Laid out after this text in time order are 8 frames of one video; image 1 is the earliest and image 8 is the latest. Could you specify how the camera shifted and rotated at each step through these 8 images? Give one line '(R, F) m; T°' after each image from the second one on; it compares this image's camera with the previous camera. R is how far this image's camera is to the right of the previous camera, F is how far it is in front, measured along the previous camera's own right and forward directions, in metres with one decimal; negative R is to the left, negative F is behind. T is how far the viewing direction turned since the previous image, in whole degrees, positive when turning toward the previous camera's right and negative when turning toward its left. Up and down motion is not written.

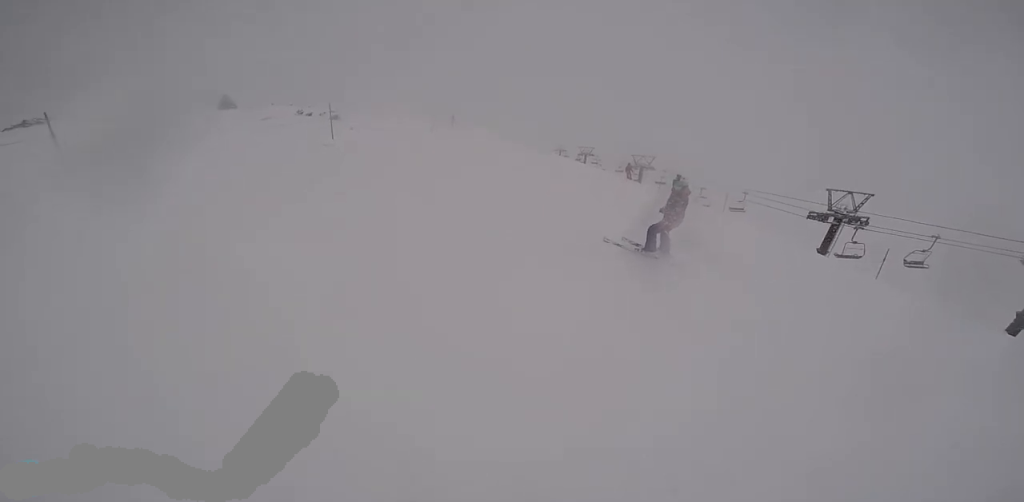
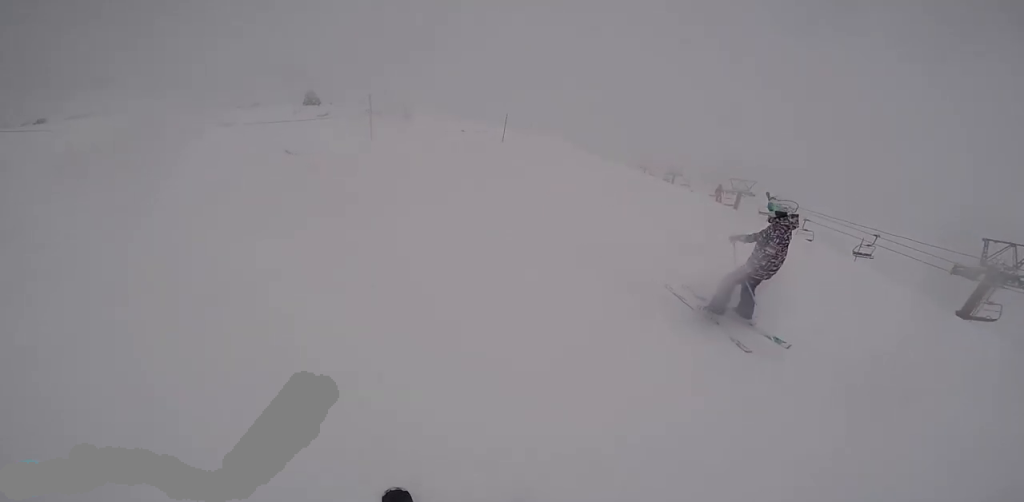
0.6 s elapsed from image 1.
(0.0, +2.7) m; 0°
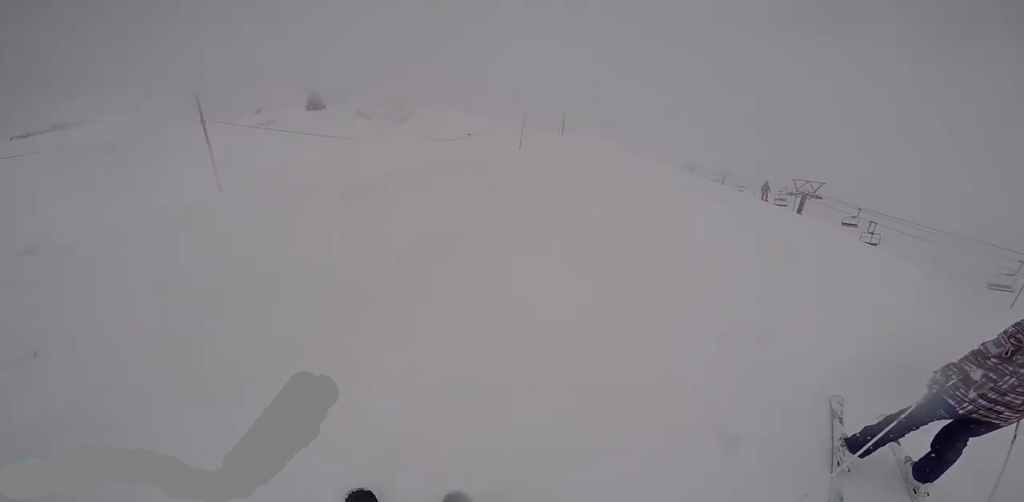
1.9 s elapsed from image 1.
(-0.1, +5.3) m; 0°
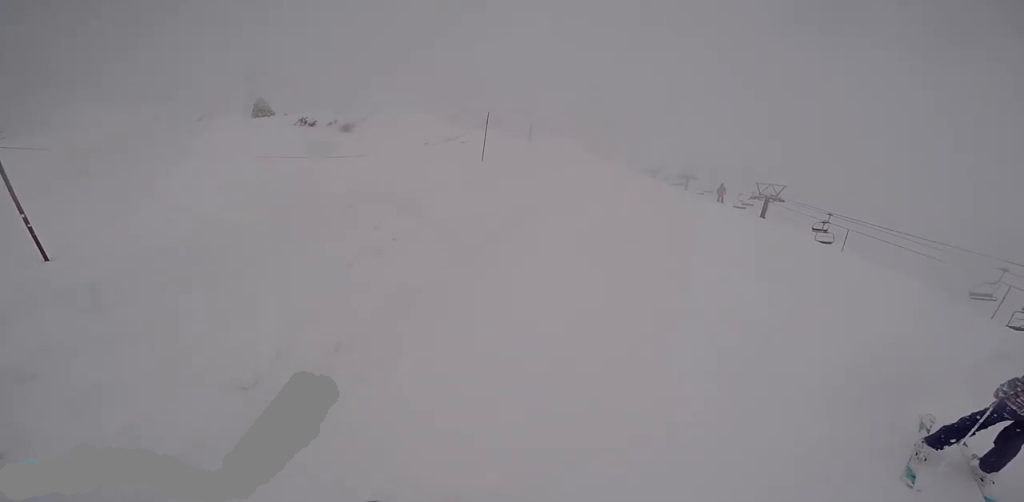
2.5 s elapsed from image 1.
(-0.1, +2.4) m; +2°
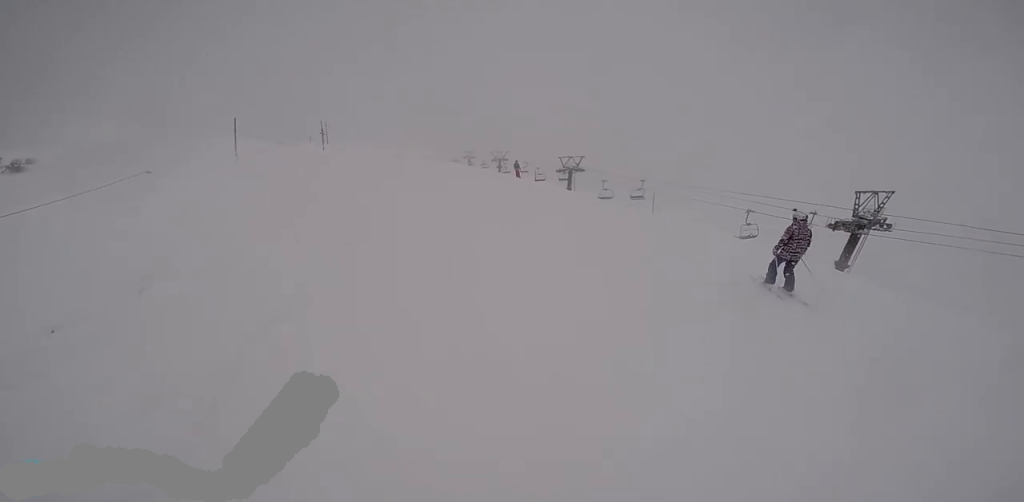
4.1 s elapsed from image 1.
(+0.4, +4.6) m; +10°
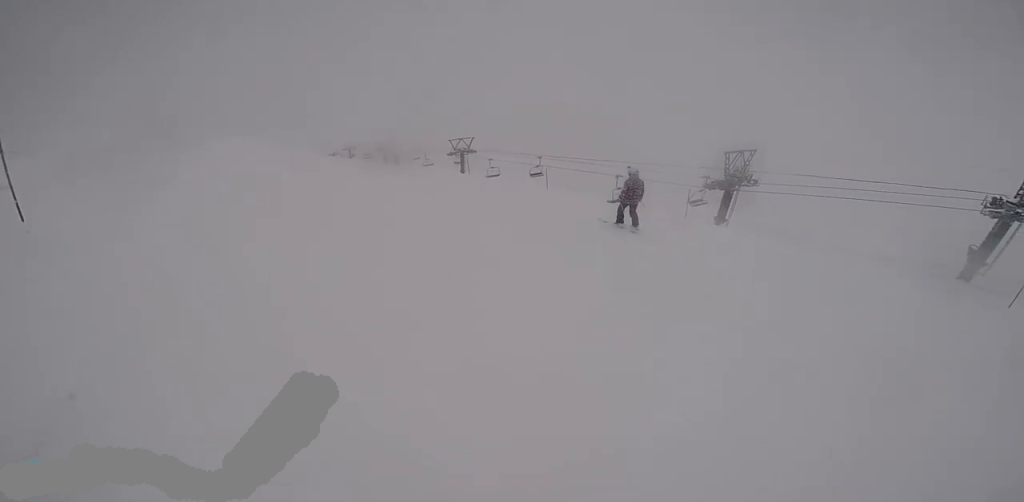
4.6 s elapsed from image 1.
(0.0, +1.6) m; +4°
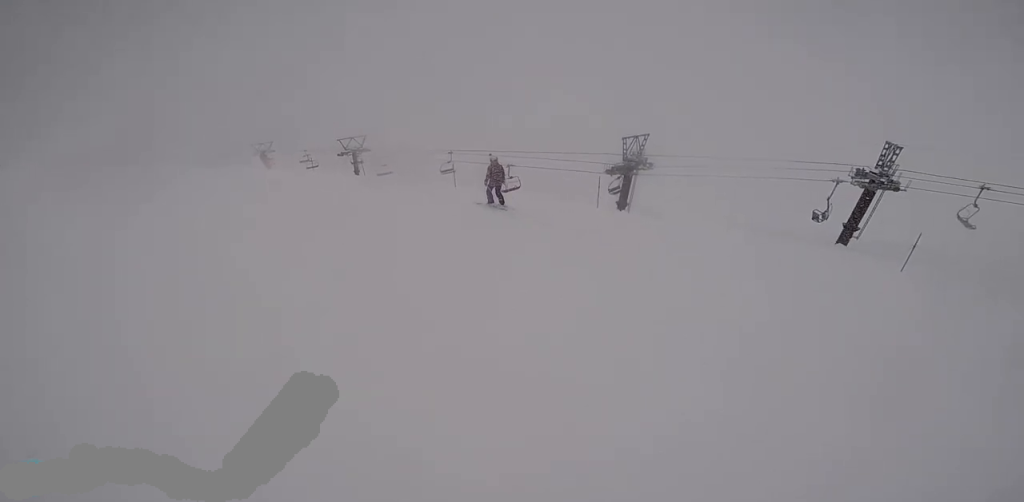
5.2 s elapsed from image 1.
(+0.1, +1.6) m; +6°
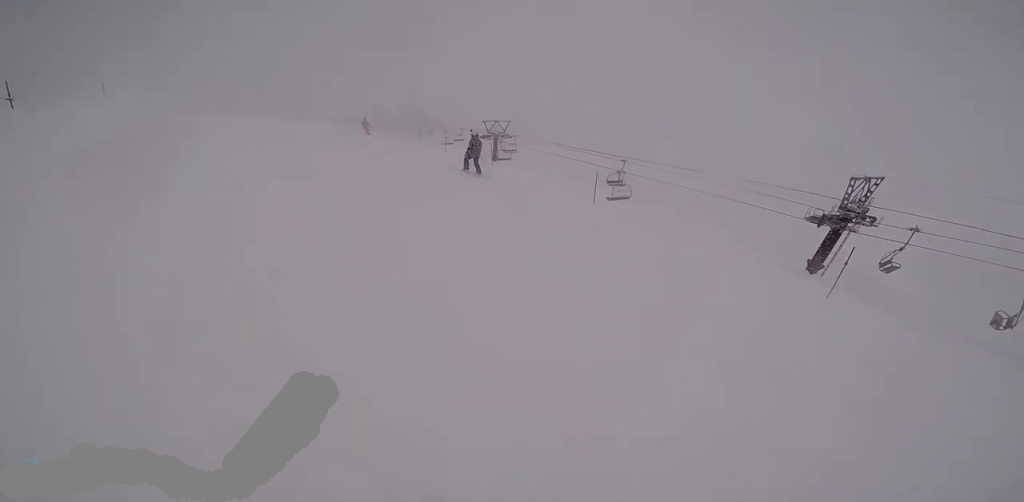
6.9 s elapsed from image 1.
(+0.7, +5.5) m; +8°
